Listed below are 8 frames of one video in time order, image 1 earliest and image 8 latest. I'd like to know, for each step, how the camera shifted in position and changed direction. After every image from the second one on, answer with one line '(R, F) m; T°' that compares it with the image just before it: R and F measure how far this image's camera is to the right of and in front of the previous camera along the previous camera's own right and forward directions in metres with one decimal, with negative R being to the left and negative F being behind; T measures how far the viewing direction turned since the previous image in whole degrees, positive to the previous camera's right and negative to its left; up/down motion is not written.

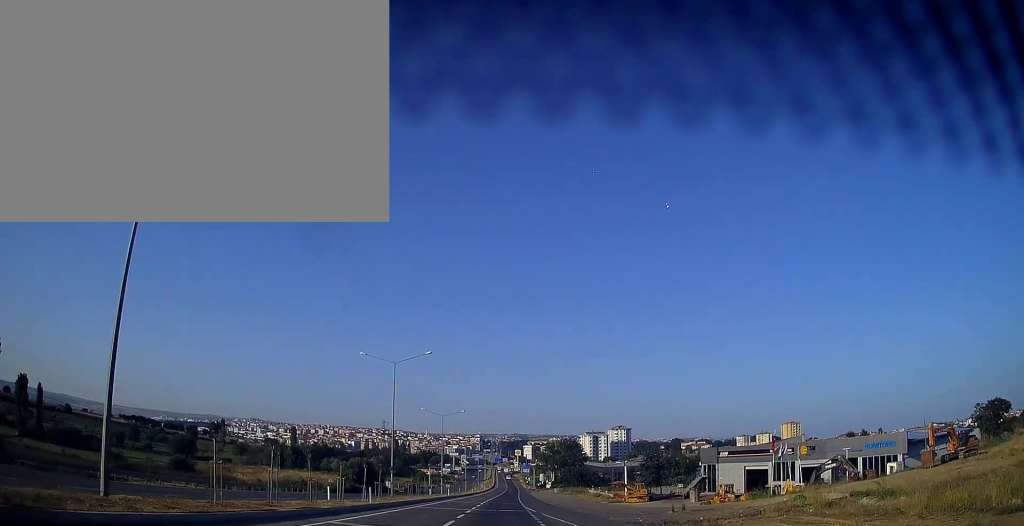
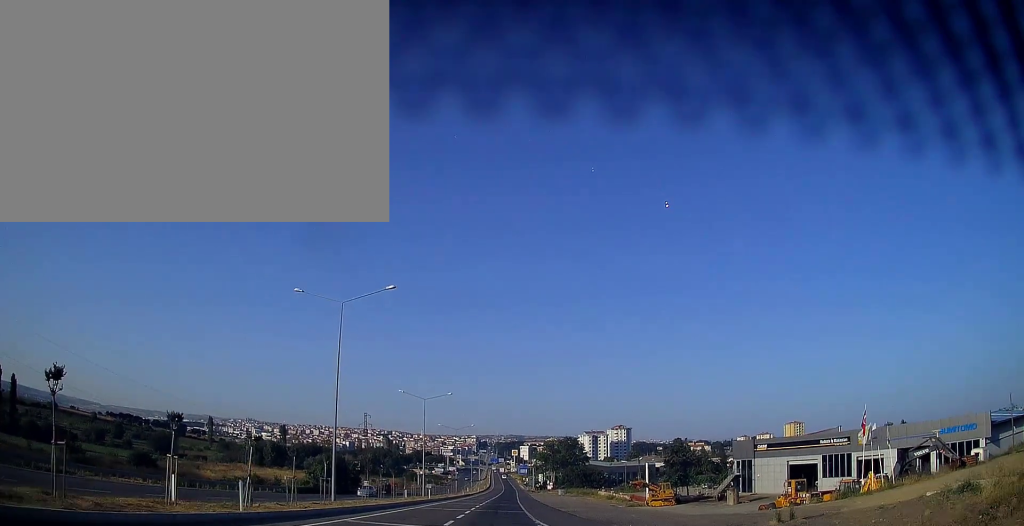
(-0.1, +17.9) m; 0°
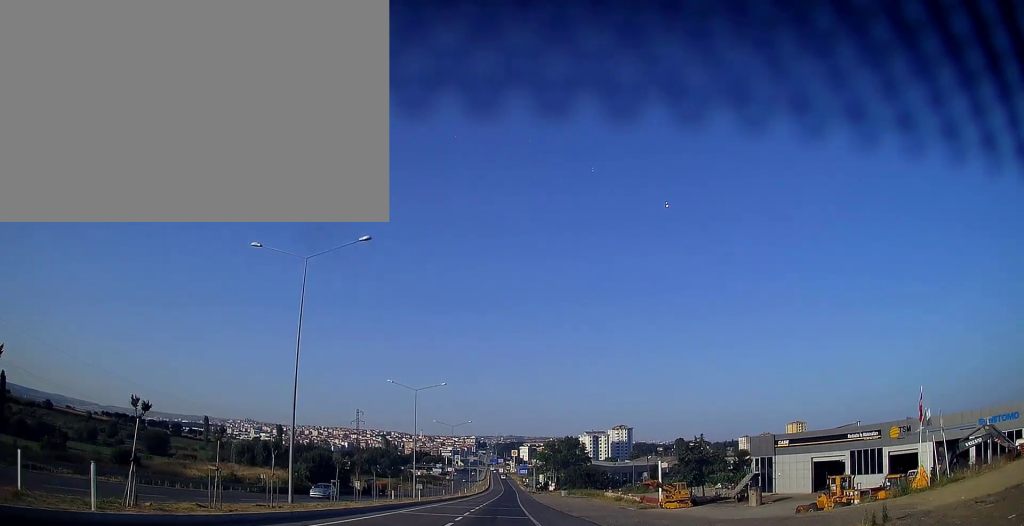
(0.0, +7.2) m; 0°
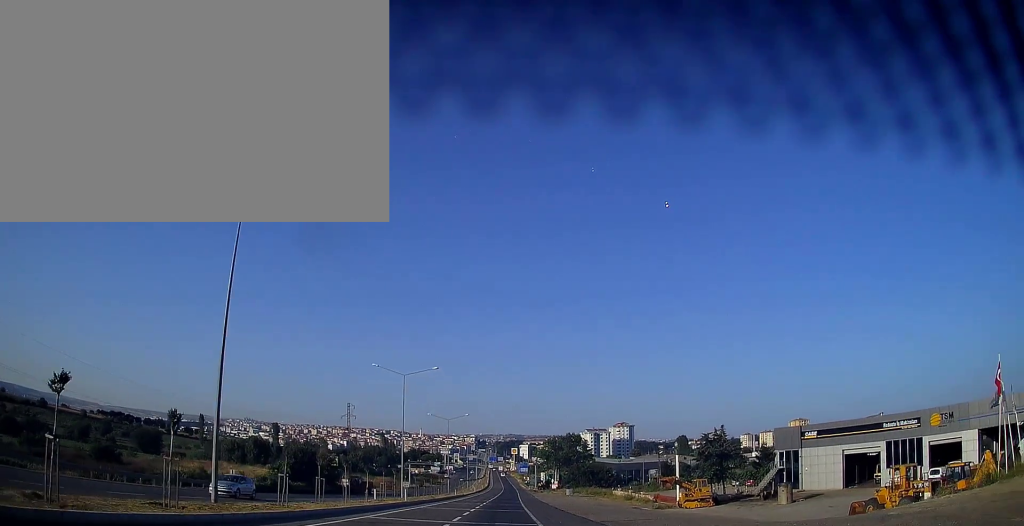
(0.0, +7.8) m; 0°
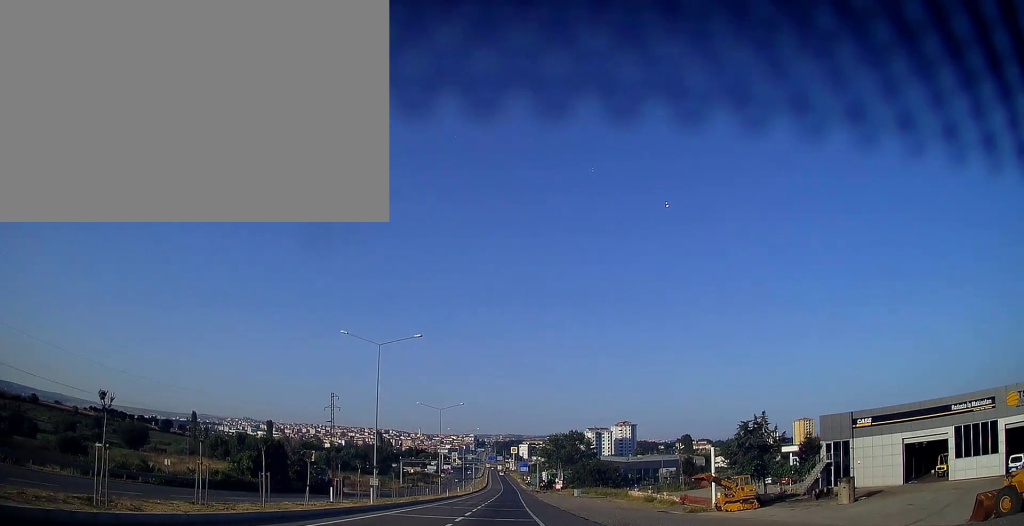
(0.0, +11.9) m; 0°
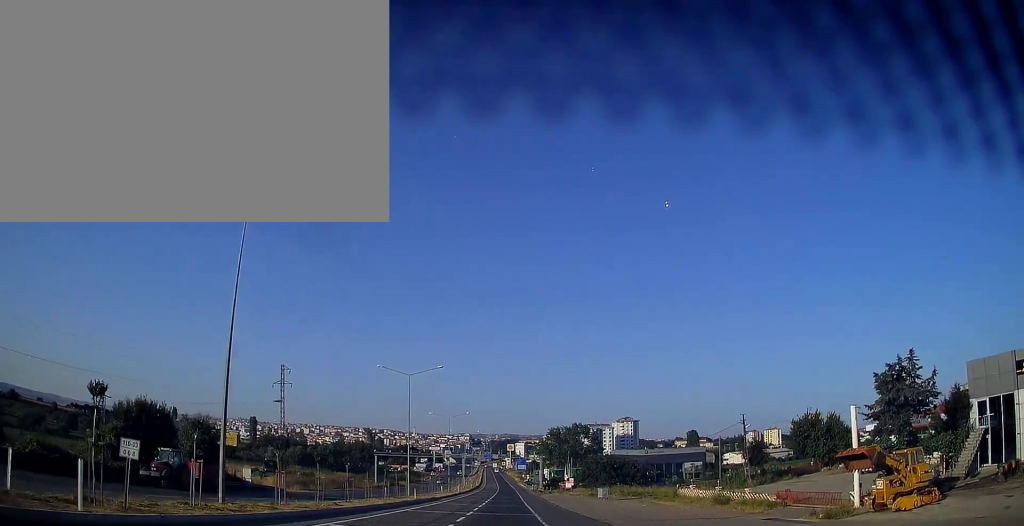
(+0.1, +25.0) m; +1°
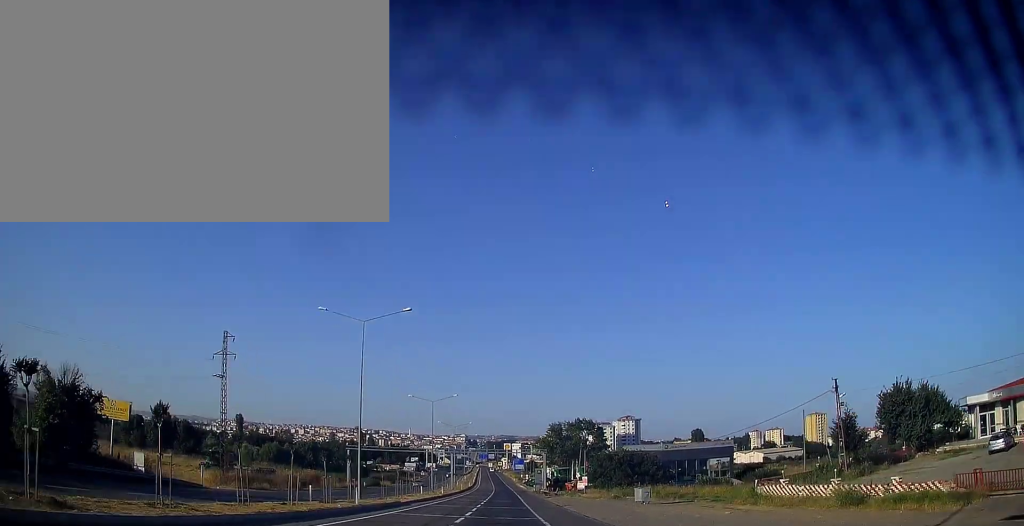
(+0.1, +19.4) m; +1°
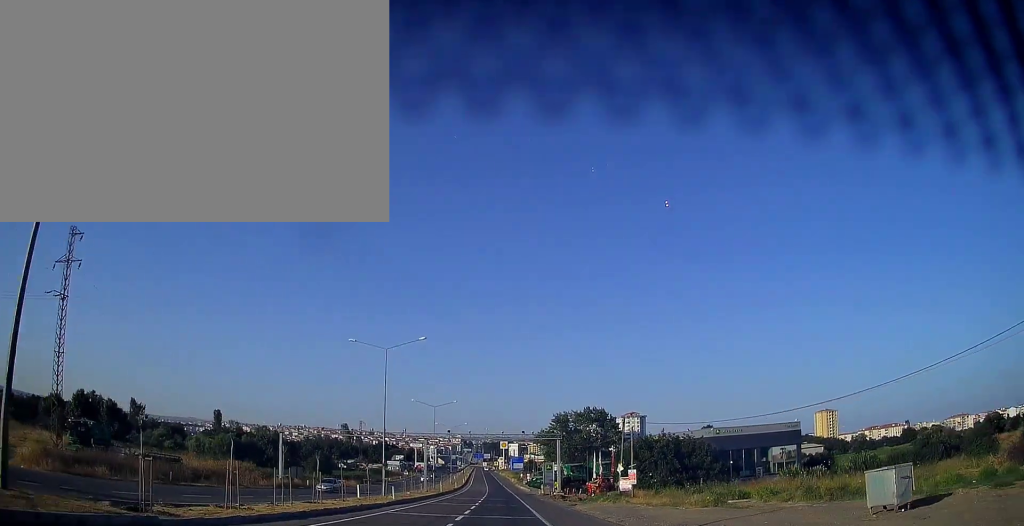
(+0.3, +30.3) m; 0°
